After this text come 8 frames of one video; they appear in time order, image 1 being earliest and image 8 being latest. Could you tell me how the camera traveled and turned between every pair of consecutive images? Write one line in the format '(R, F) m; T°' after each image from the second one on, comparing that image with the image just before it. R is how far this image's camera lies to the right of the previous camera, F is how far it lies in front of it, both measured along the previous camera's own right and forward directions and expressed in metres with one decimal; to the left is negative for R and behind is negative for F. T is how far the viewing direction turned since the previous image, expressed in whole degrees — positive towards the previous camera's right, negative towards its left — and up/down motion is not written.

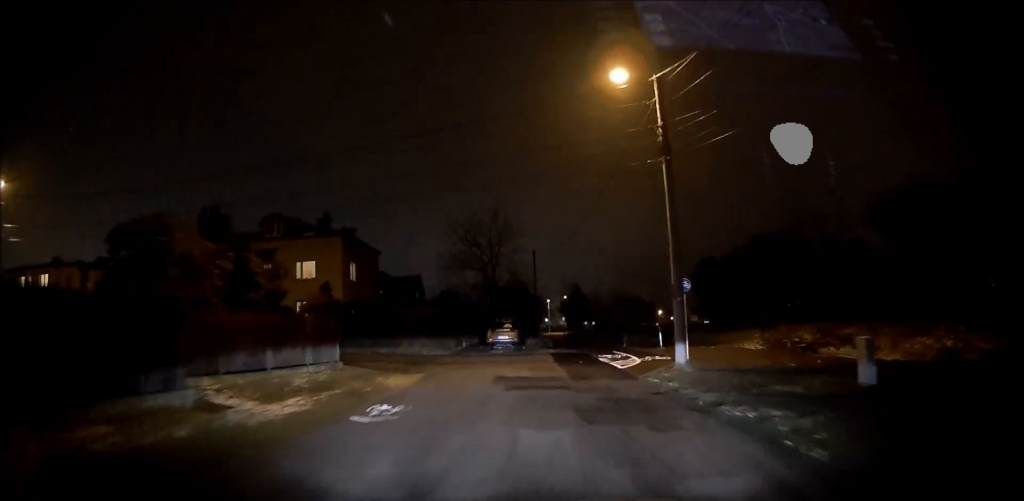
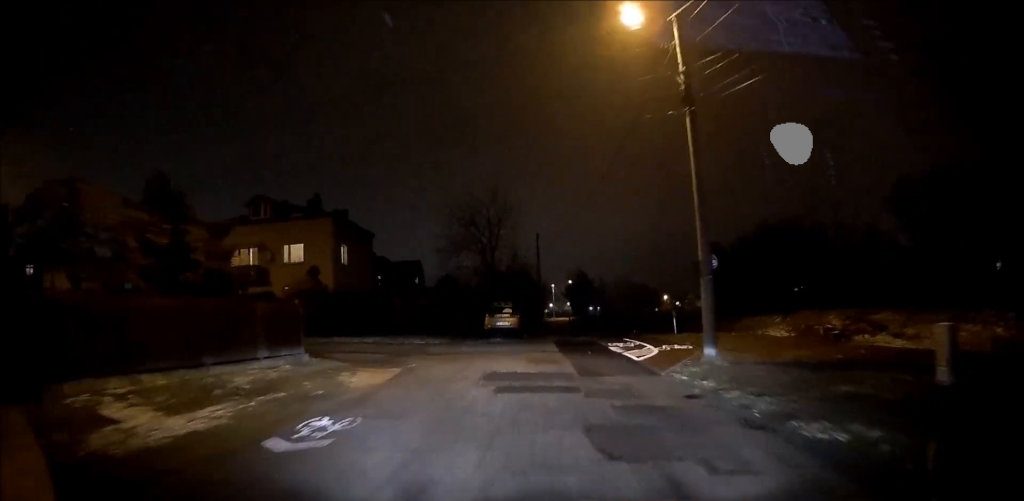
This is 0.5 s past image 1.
(+0.1, +3.1) m; 0°
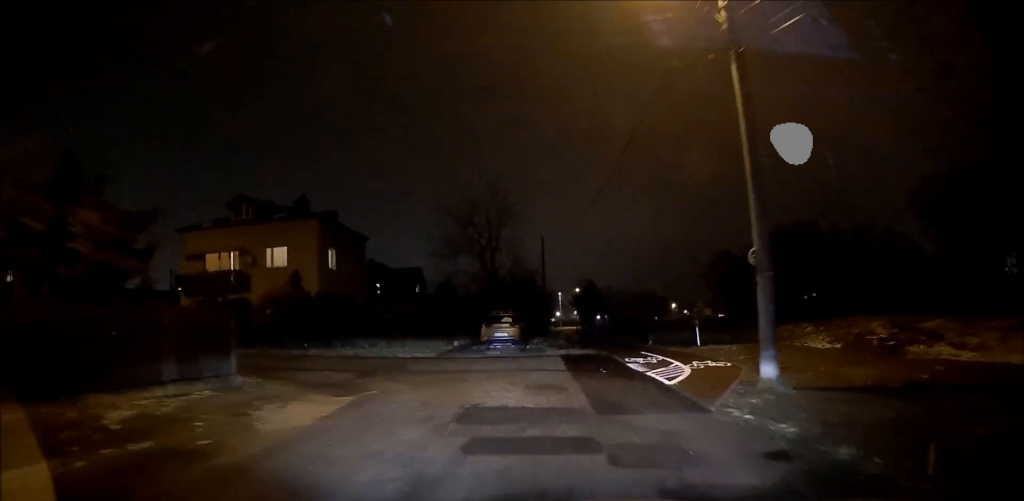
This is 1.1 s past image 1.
(+0.1, +4.2) m; 0°
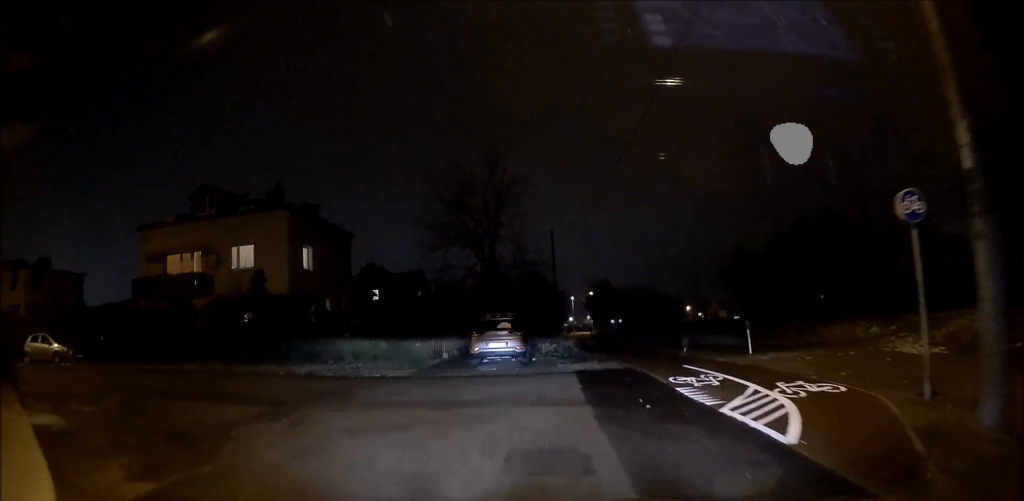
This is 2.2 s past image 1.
(-0.1, +6.8) m; -2°
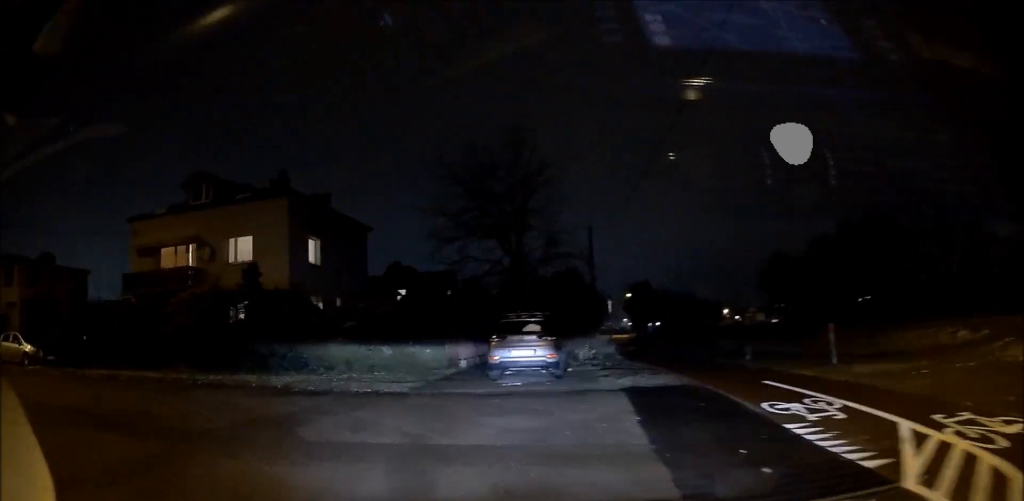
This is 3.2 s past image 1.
(-0.1, +5.0) m; -3°
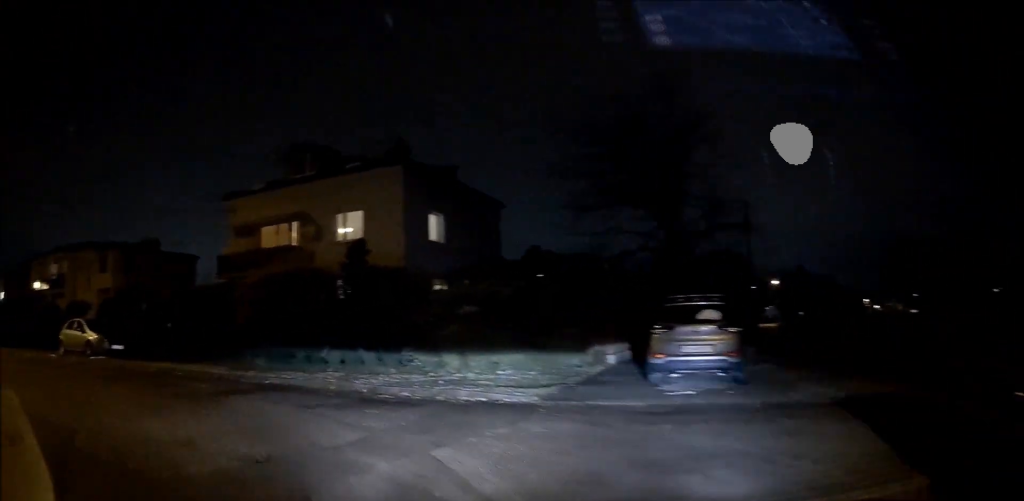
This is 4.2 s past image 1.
(-0.2, +4.8) m; -7°
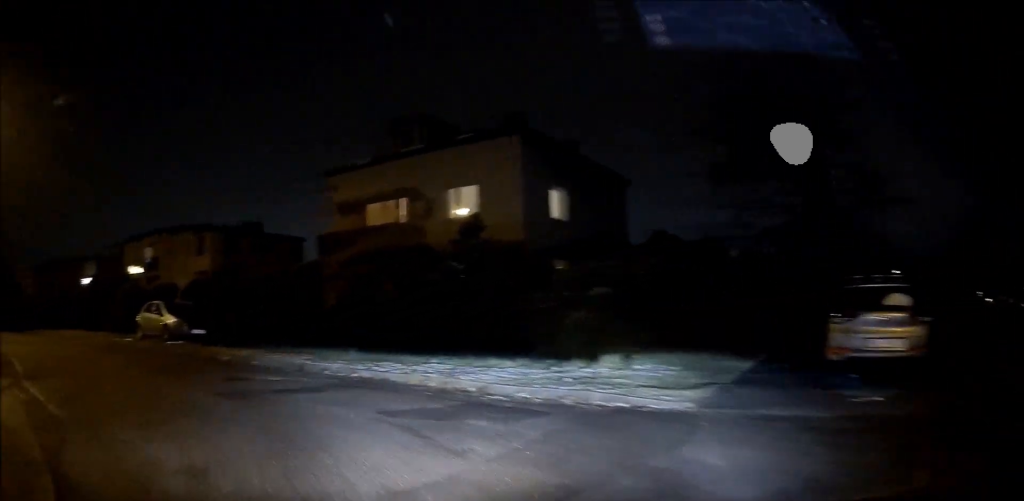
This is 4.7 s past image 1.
(-0.1, +2.5) m; -8°
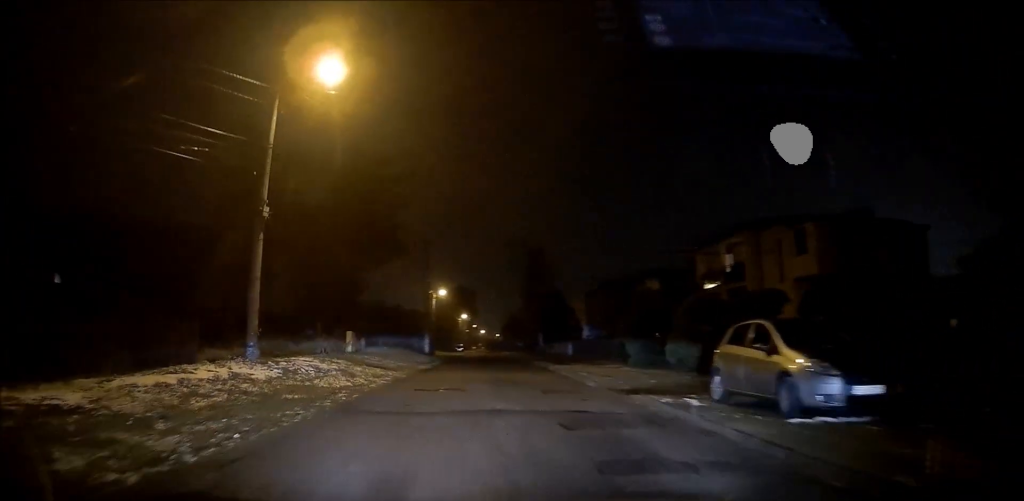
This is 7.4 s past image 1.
(-5.3, +9.9) m; -52°
